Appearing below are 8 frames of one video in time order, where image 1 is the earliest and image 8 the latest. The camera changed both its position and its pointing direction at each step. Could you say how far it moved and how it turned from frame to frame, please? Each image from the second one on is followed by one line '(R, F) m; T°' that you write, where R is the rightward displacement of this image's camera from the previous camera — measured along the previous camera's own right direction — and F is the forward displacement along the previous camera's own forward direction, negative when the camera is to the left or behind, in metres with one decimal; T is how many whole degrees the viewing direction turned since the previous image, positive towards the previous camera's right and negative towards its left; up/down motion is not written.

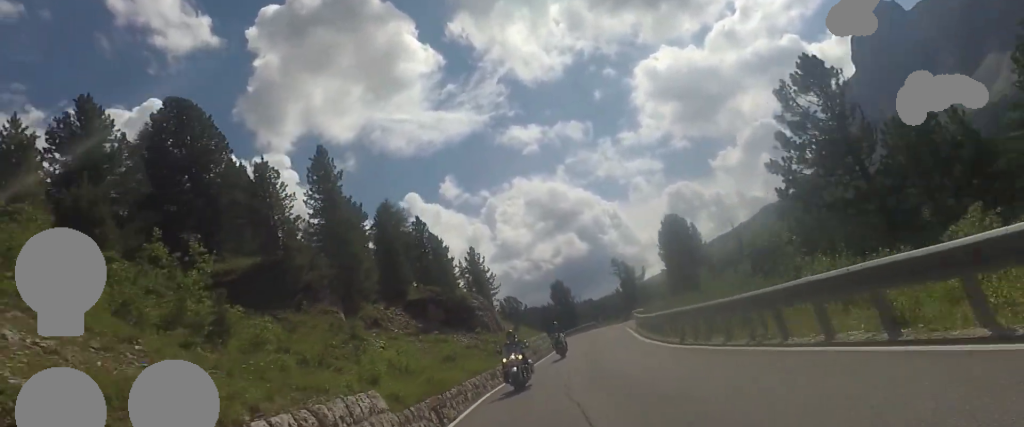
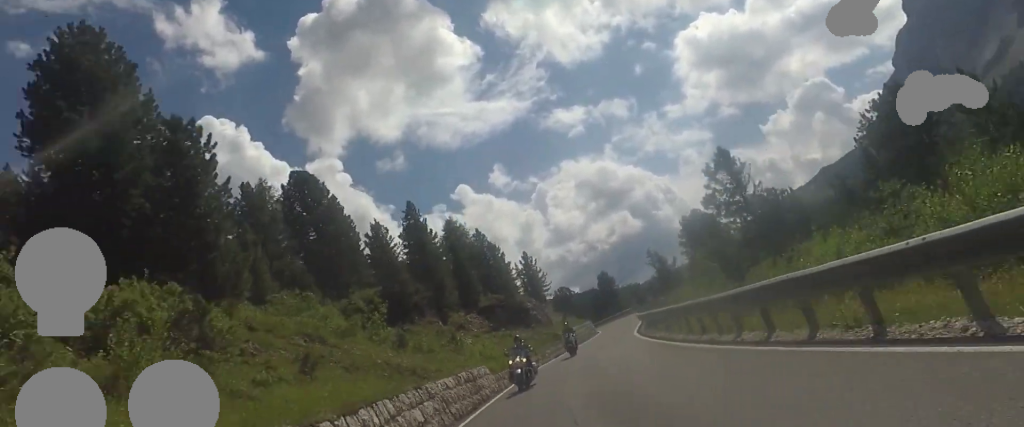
(-0.2, +14.0) m; -5°
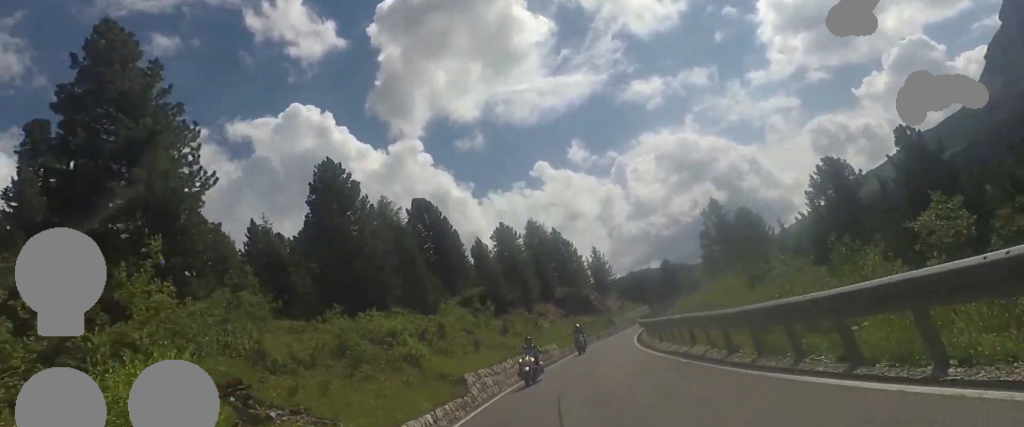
(-0.9, +17.8) m; -7°
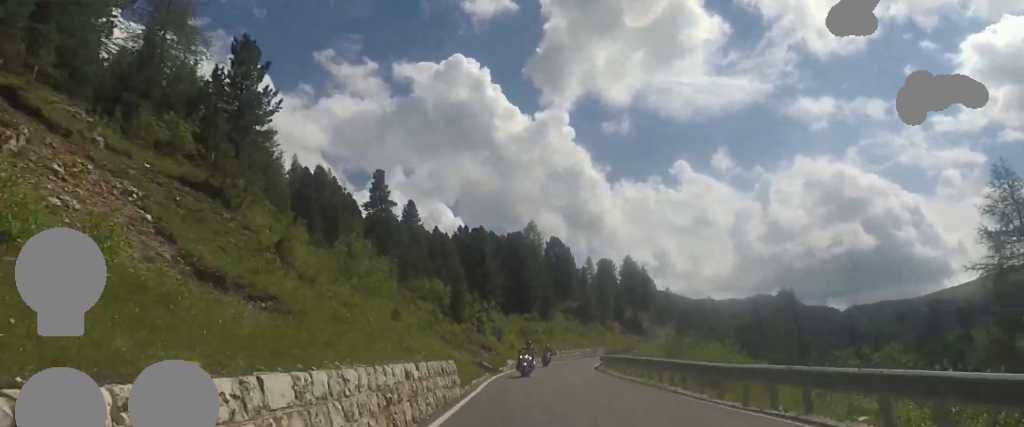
(-4.2, +47.7) m; -5°
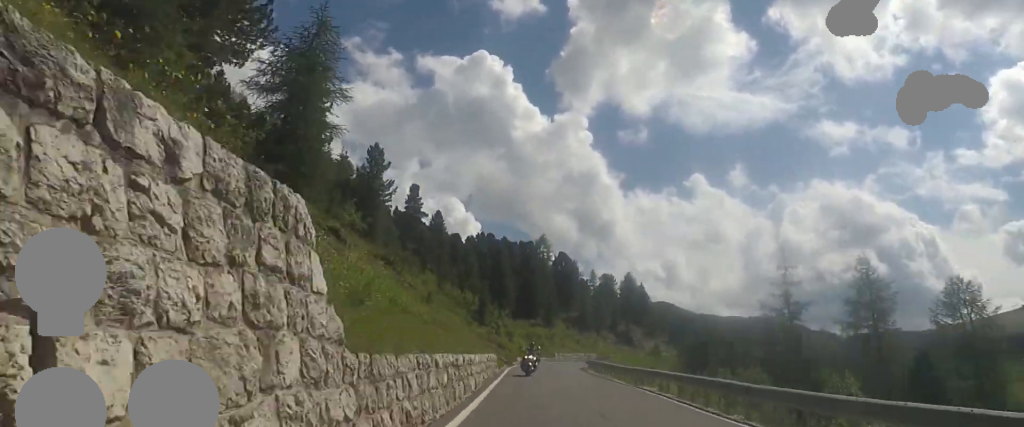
(-0.3, +15.9) m; +1°
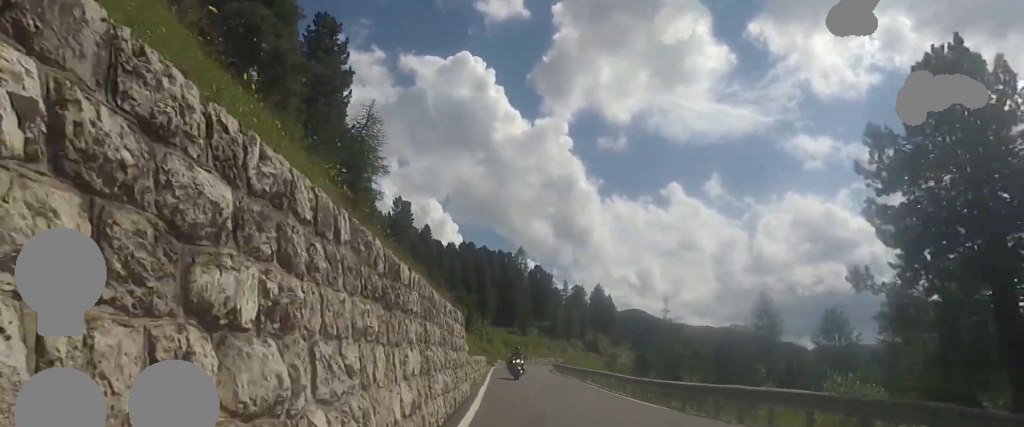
(+0.5, +14.4) m; +1°
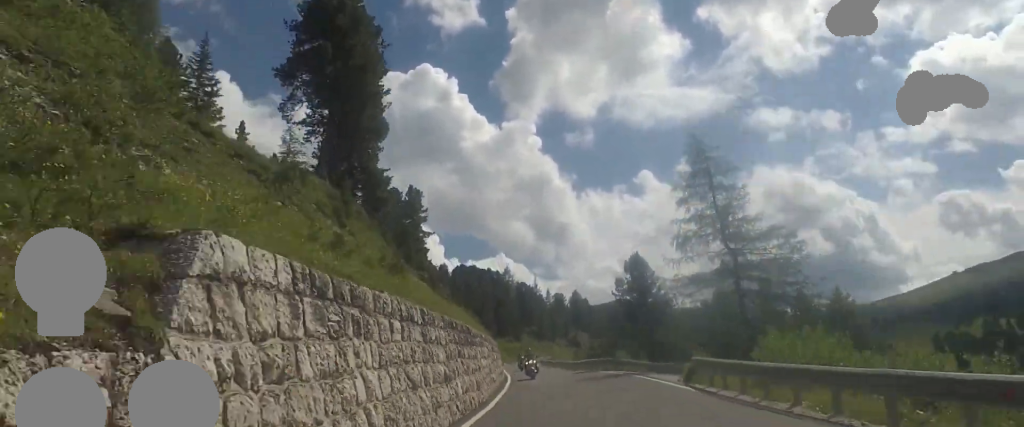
(+0.2, +32.4) m; -2°
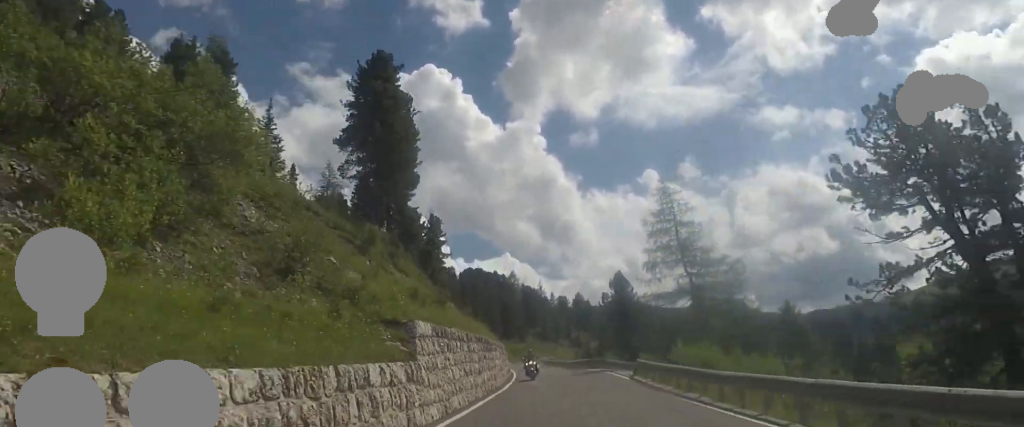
(-0.3, +9.0) m; -1°
